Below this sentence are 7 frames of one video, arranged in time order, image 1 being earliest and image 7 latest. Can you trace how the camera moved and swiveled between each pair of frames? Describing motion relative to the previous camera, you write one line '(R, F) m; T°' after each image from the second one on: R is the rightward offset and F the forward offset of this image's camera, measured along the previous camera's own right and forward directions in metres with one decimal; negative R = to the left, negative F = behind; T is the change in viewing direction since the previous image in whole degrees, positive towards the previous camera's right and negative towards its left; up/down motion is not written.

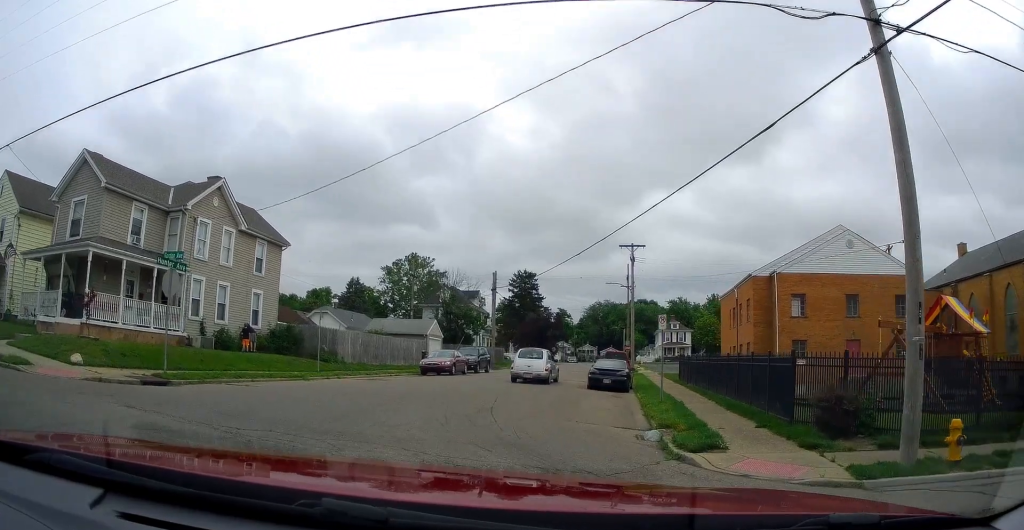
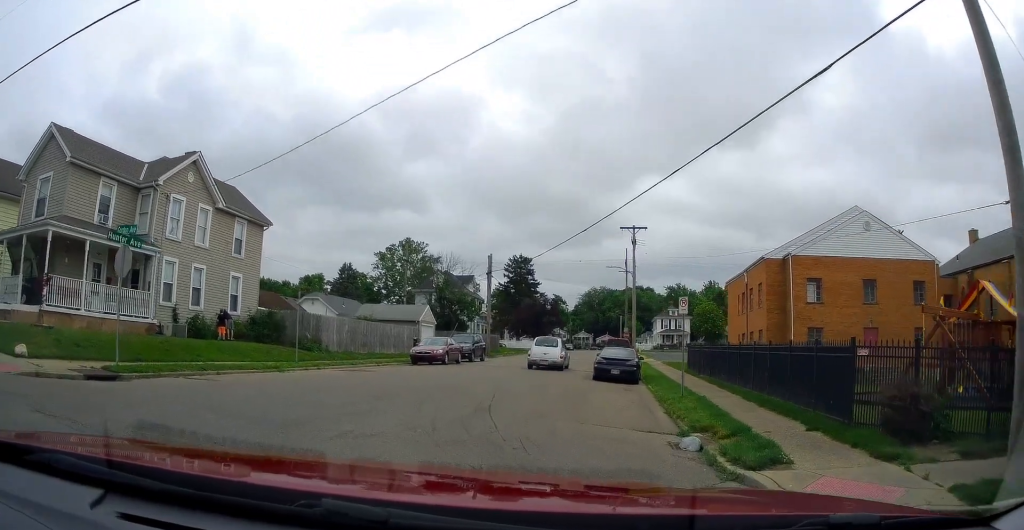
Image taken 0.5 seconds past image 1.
(-0.2, +2.5) m; -1°
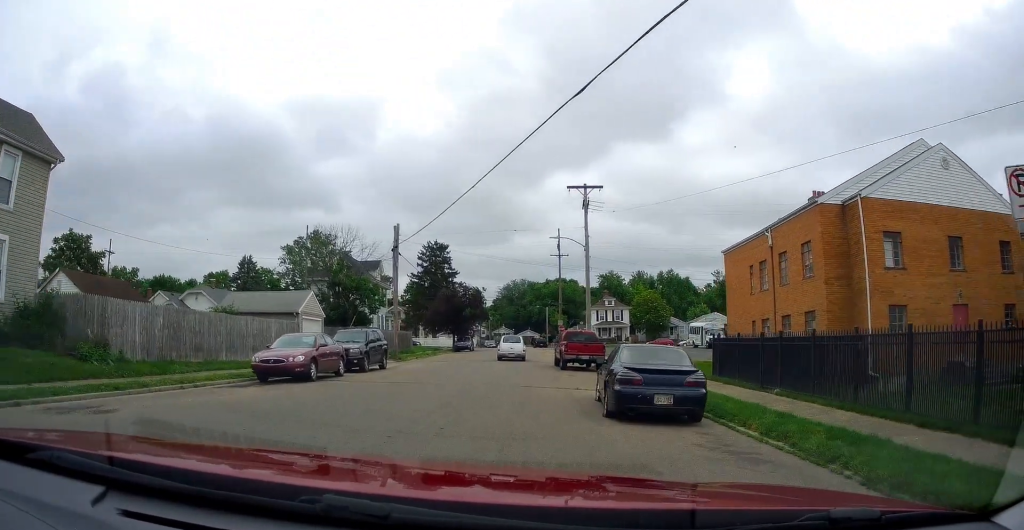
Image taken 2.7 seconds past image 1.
(+0.3, +13.4) m; +7°
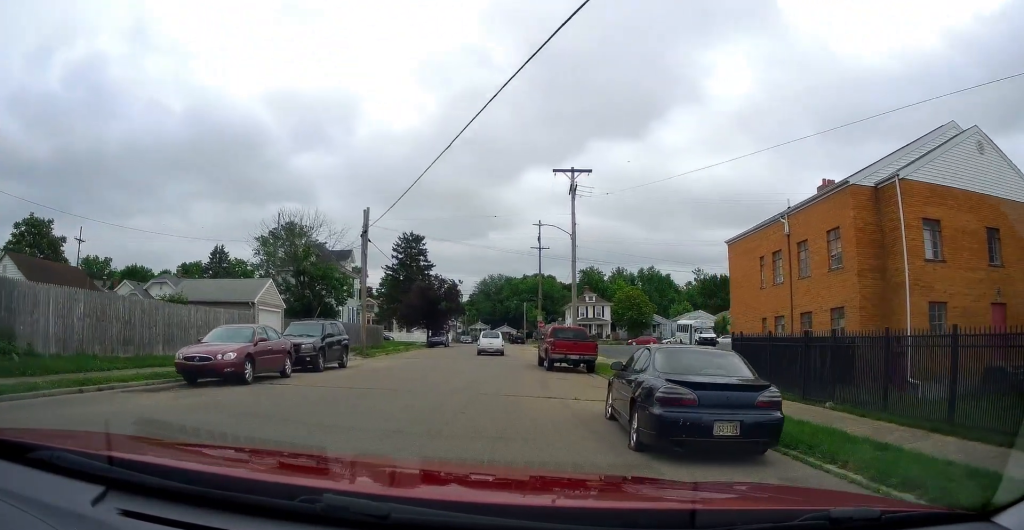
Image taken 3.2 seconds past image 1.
(+0.3, +3.2) m; +4°
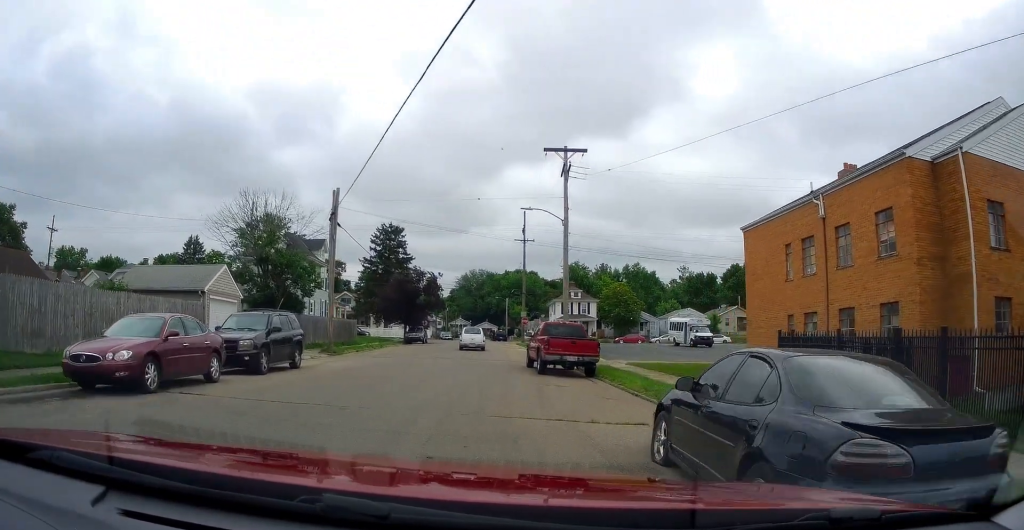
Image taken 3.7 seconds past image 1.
(+0.1, +3.6) m; +2°
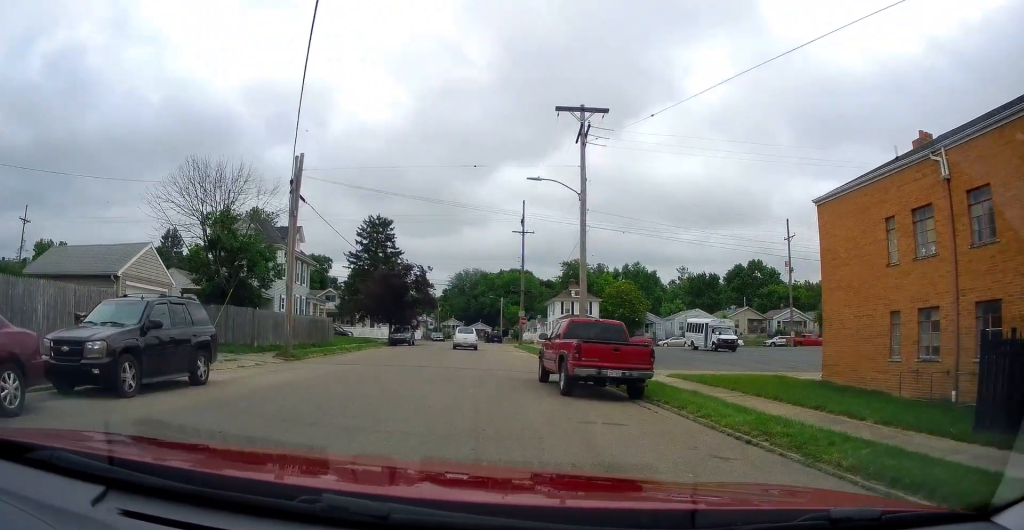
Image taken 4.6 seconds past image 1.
(0.0, +6.0) m; 0°
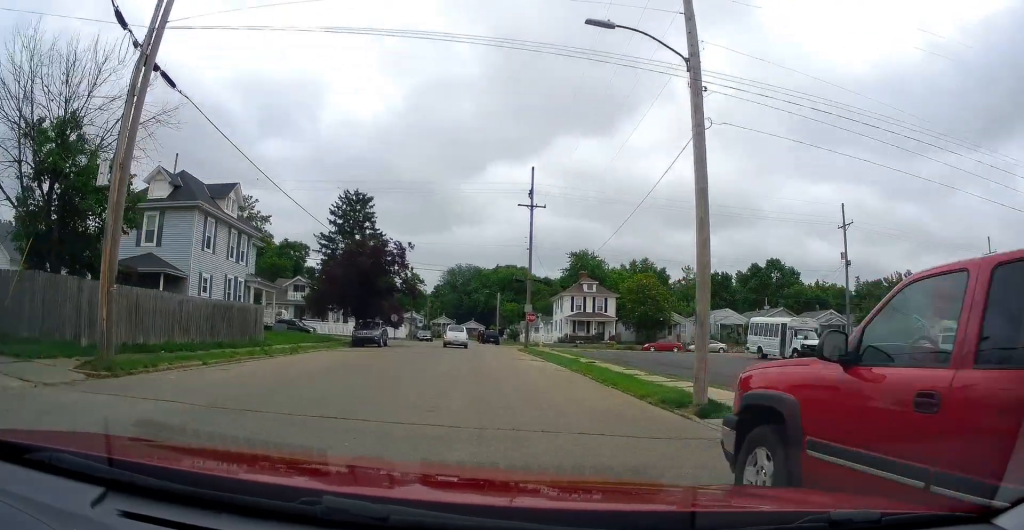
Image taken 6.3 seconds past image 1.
(0.0, +13.0) m; 0°
